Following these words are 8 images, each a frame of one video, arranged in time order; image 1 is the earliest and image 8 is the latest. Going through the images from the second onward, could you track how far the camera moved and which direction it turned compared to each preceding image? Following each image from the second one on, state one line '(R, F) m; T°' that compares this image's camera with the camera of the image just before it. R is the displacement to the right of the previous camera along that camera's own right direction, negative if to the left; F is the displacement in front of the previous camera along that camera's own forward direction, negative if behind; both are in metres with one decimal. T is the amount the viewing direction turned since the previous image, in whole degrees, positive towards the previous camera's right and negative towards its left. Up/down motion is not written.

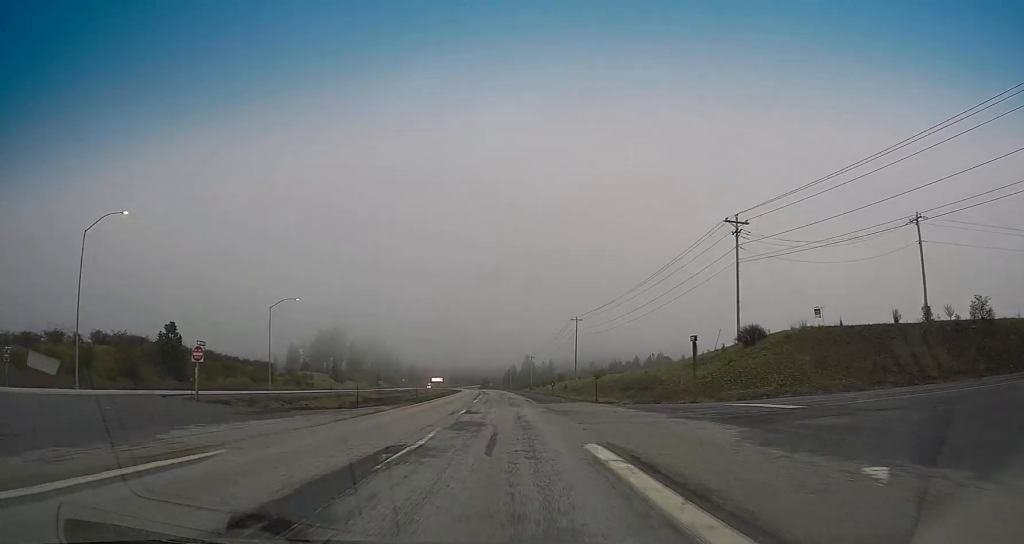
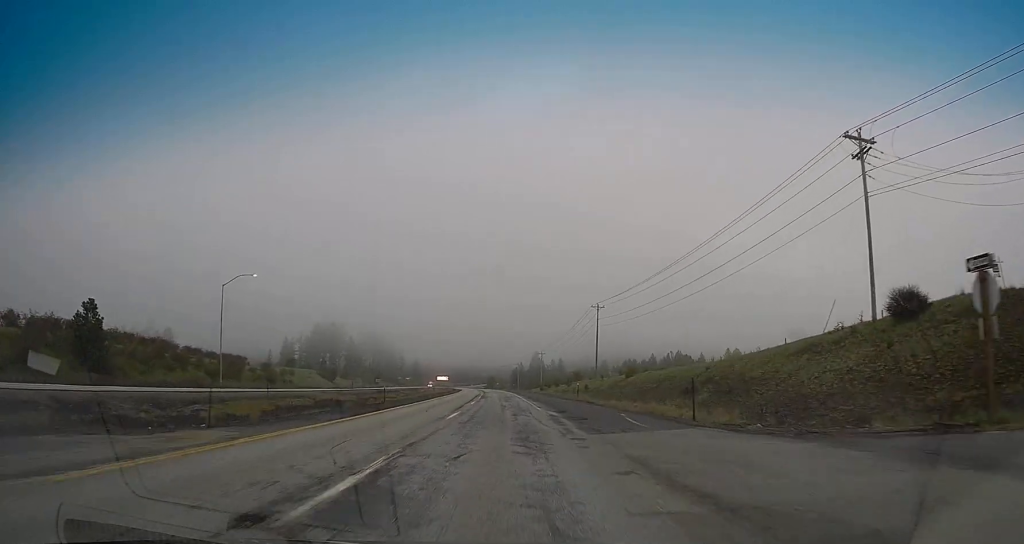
(-0.5, +21.6) m; -1°
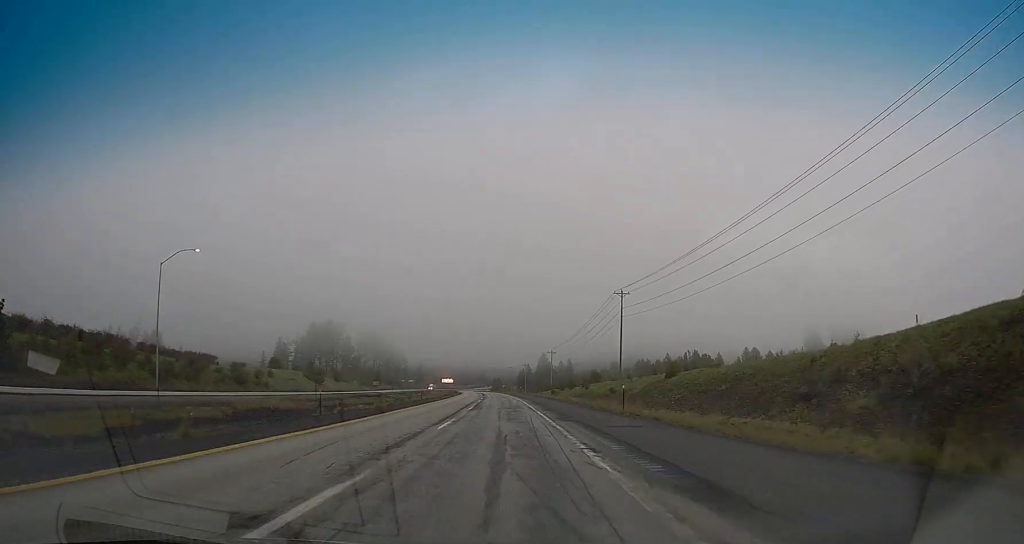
(0.0, +18.6) m; 0°
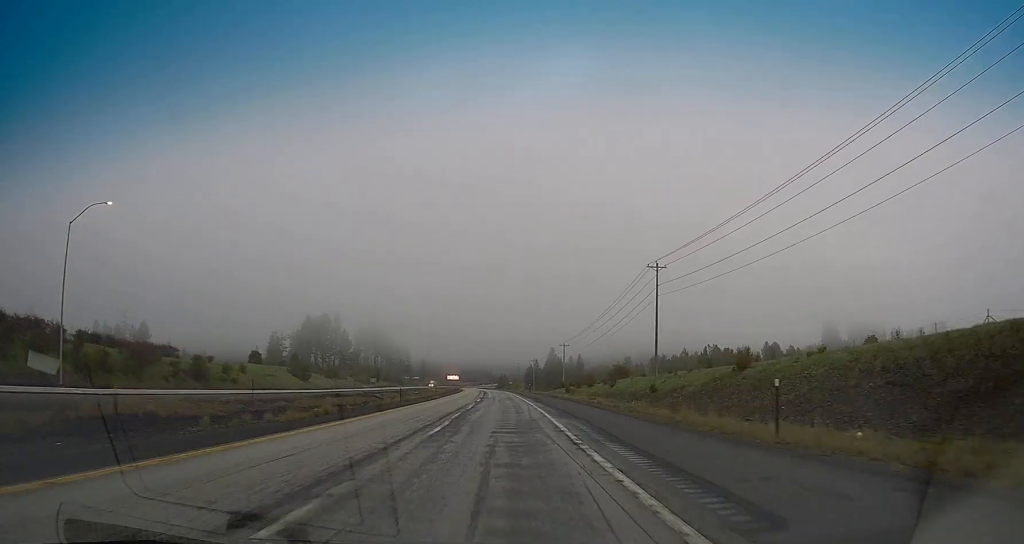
(0.0, +18.6) m; 0°
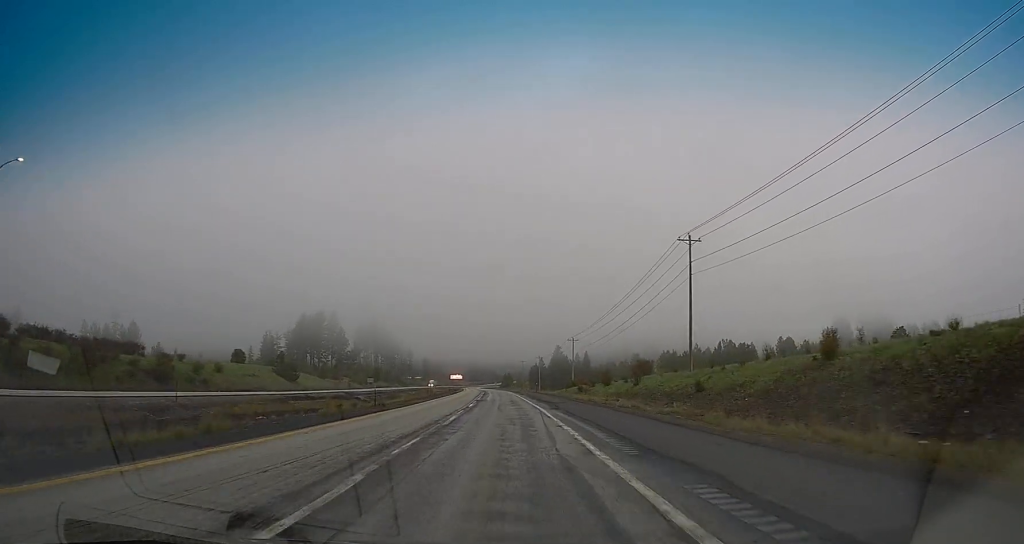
(0.0, +12.7) m; 0°
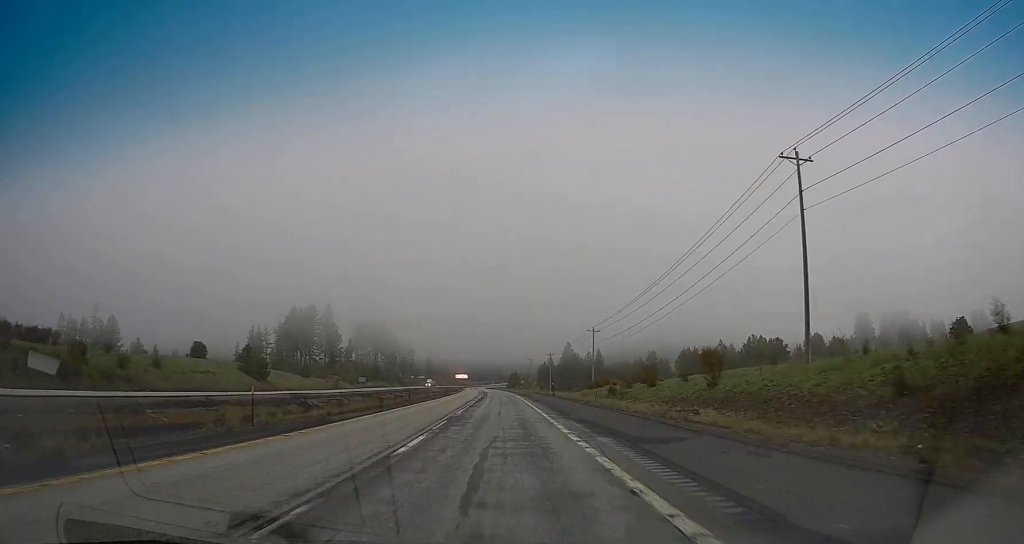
(-0.2, +23.5) m; -1°
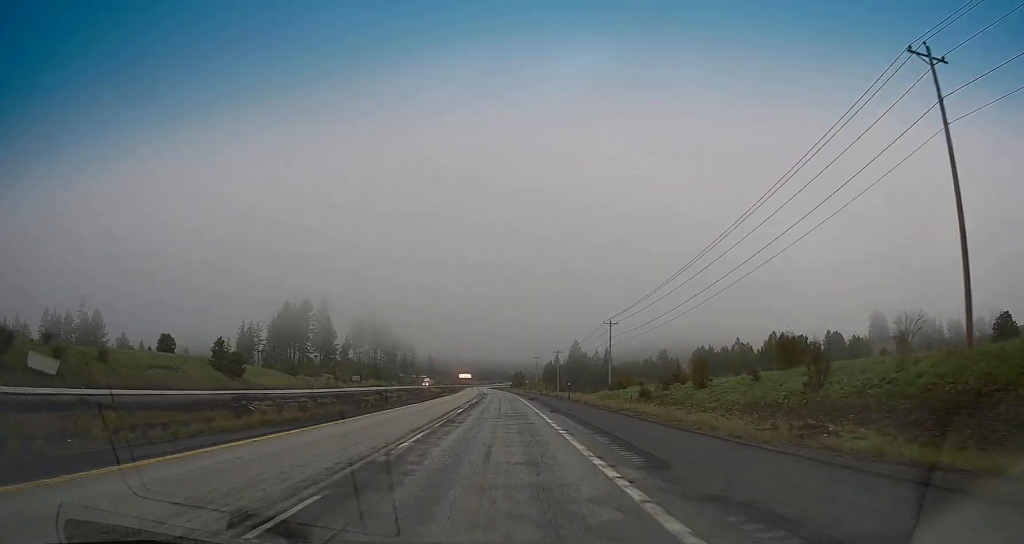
(-0.1, +14.7) m; -1°
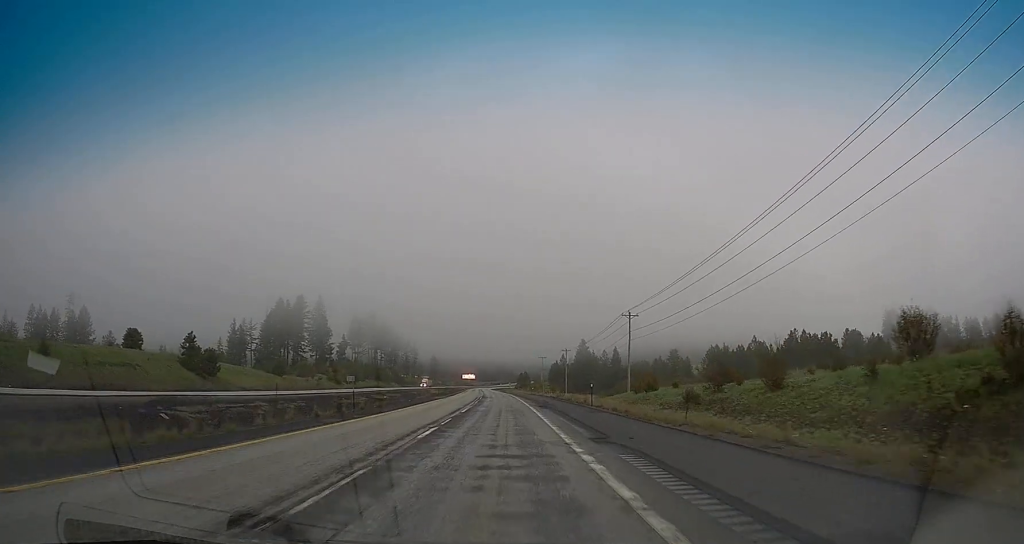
(-0.1, +12.8) m; 0°
